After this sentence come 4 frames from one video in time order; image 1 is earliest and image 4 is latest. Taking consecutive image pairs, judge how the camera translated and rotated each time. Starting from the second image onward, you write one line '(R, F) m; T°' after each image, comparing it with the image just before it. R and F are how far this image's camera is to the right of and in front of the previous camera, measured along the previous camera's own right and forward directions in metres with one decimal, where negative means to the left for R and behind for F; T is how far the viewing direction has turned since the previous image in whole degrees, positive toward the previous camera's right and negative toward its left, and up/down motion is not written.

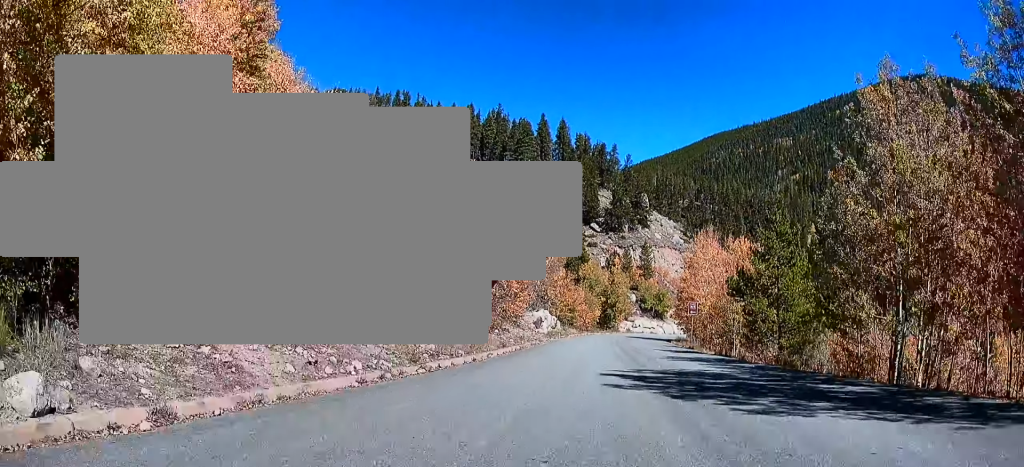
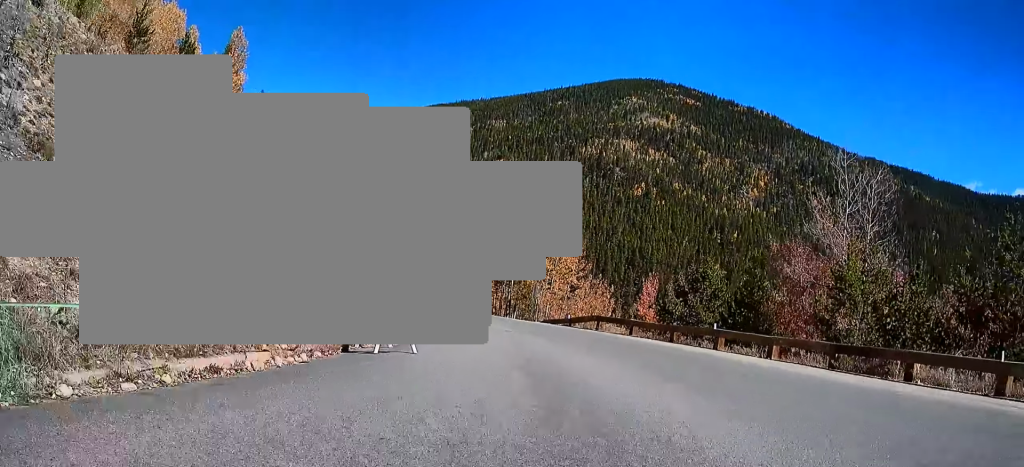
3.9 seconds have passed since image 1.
(+6.1, +27.5) m; +22°
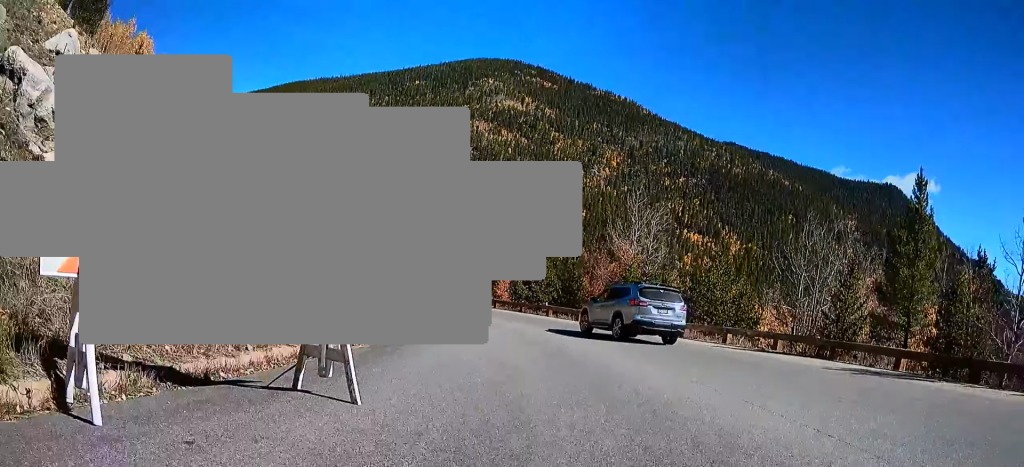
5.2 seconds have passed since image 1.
(0.0, +9.6) m; +5°
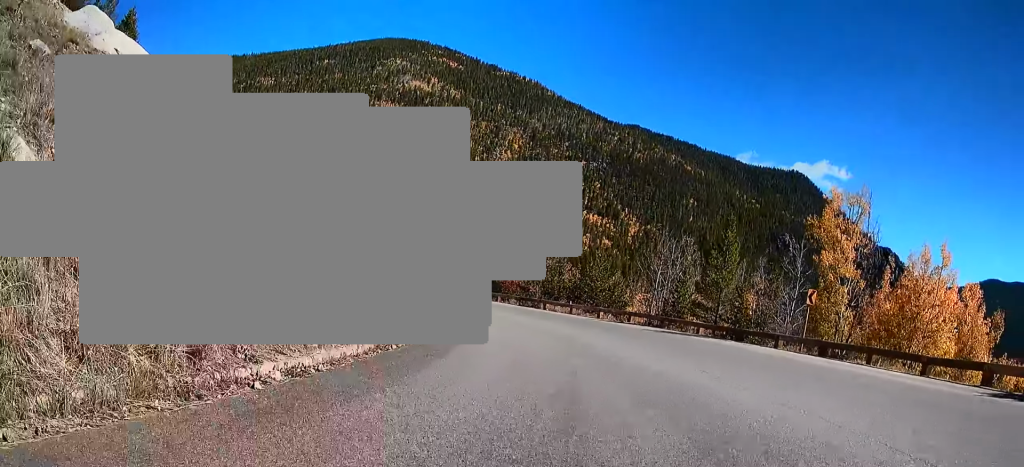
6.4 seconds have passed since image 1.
(+0.8, +8.3) m; +19°
